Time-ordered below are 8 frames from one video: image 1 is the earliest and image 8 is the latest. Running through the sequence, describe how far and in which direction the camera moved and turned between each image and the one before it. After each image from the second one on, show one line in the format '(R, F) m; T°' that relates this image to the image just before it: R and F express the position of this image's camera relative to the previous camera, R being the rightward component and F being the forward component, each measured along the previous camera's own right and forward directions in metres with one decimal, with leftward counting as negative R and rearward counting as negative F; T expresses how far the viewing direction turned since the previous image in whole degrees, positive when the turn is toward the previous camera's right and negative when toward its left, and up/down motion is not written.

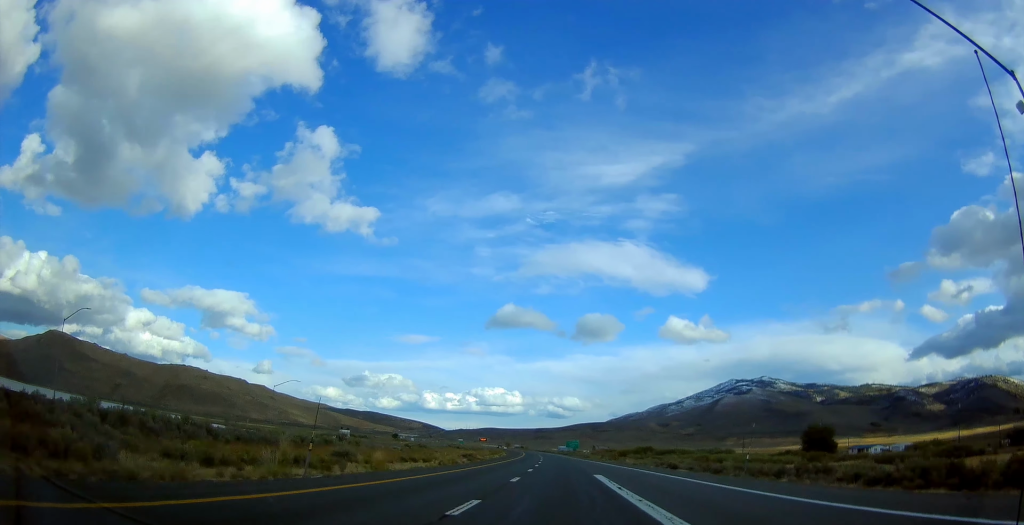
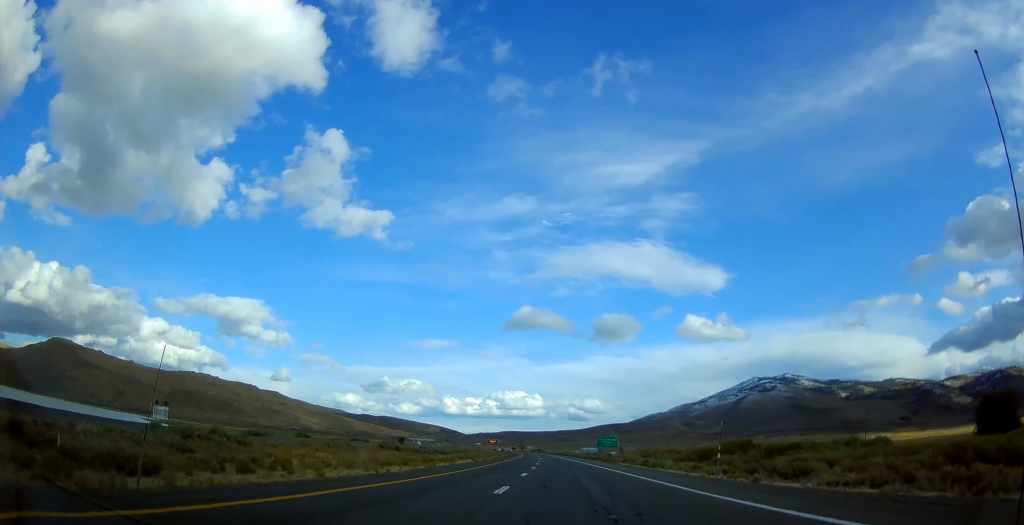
(-1.5, +91.5) m; -2°
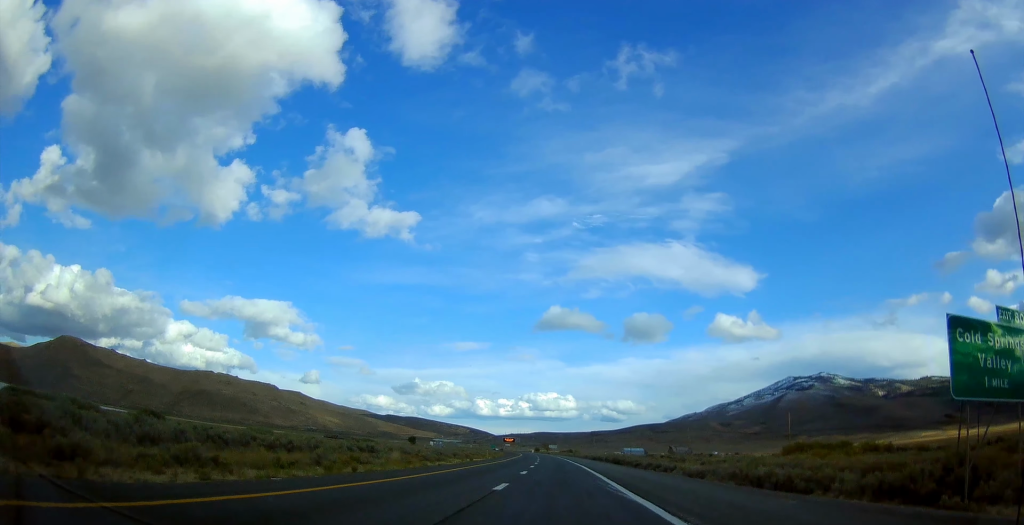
(-2.4, +122.1) m; -3°
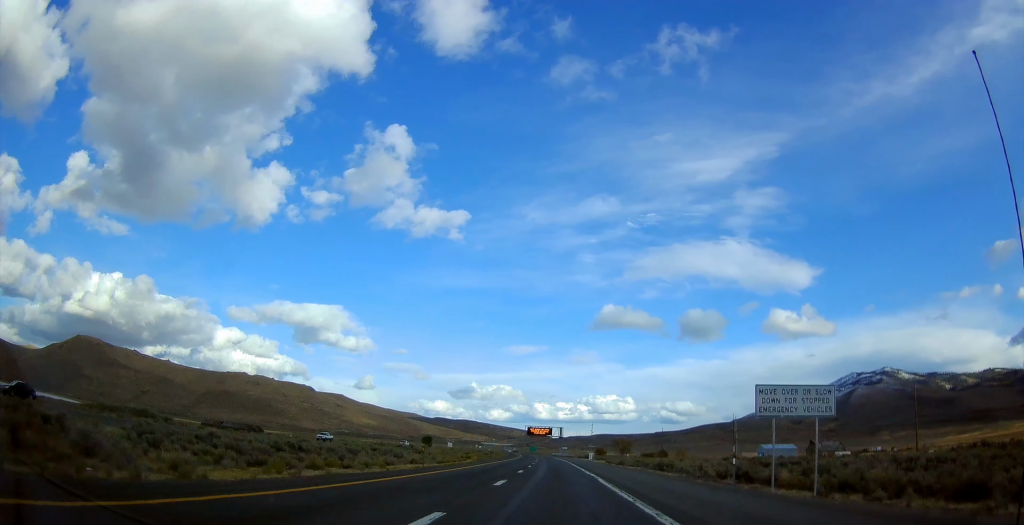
(-11.6, +219.4) m; -6°
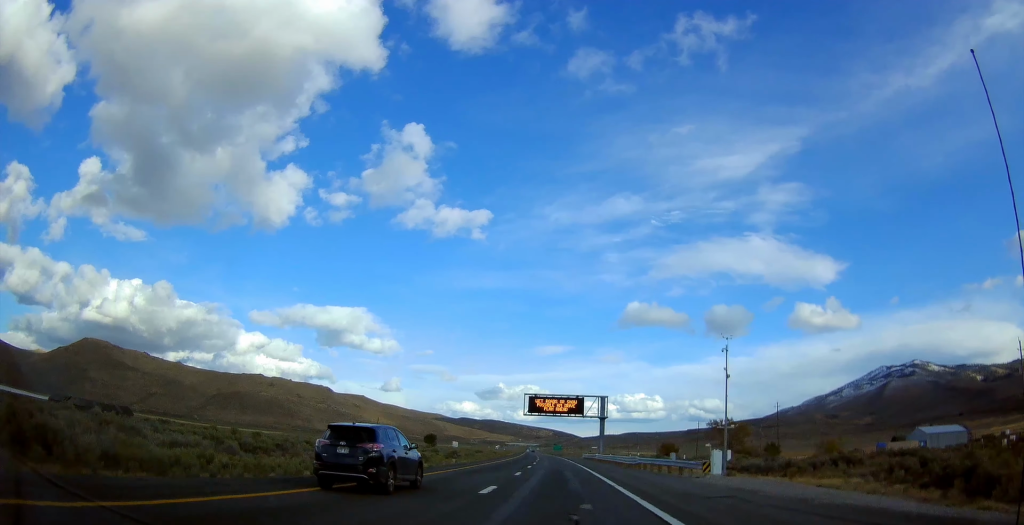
(-3.1, +104.4) m; -2°
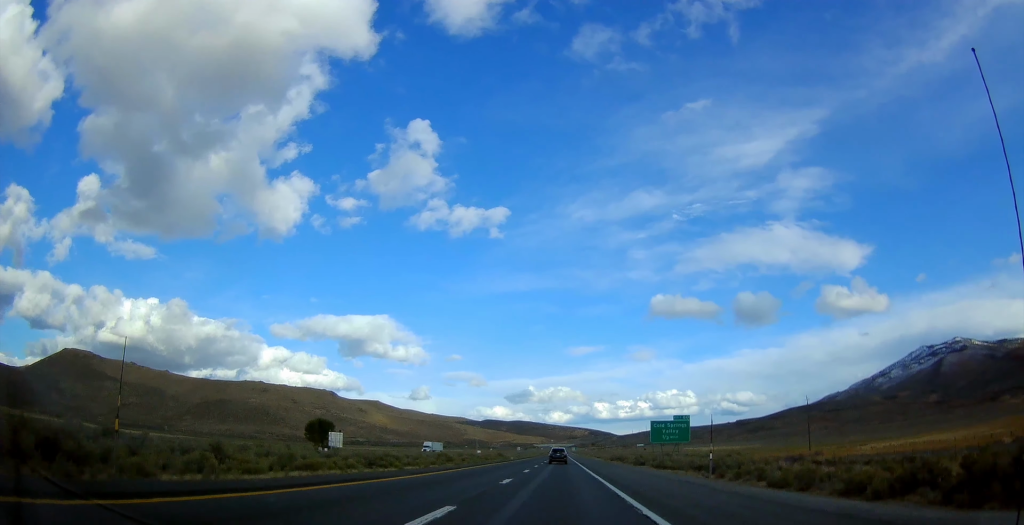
(-14.4, +363.8) m; -3°
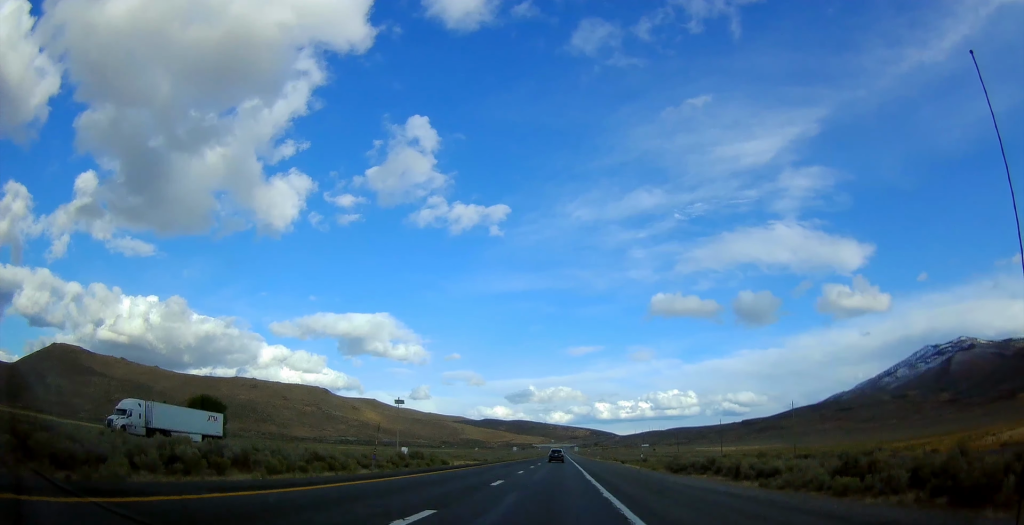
(-0.2, +107.5) m; 0°
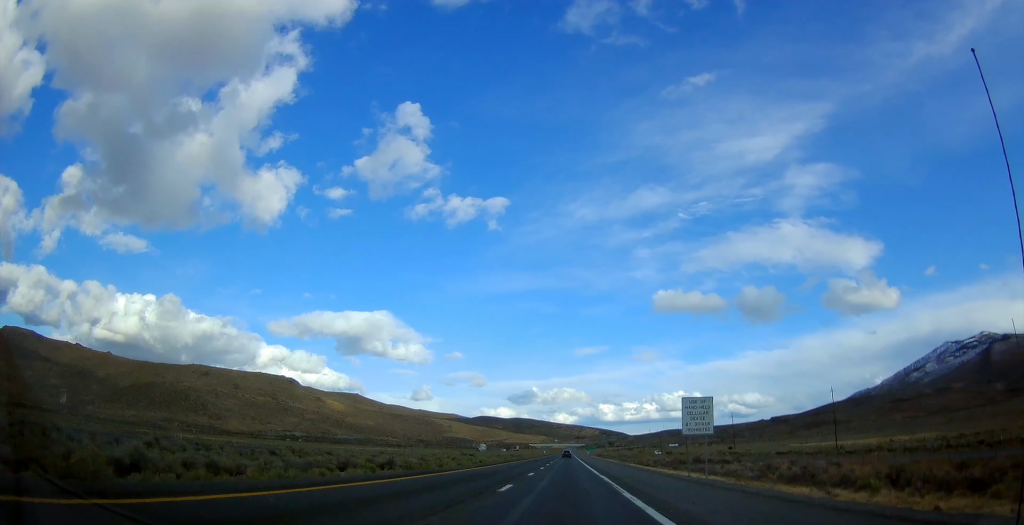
(+0.2, +319.4) m; 0°
